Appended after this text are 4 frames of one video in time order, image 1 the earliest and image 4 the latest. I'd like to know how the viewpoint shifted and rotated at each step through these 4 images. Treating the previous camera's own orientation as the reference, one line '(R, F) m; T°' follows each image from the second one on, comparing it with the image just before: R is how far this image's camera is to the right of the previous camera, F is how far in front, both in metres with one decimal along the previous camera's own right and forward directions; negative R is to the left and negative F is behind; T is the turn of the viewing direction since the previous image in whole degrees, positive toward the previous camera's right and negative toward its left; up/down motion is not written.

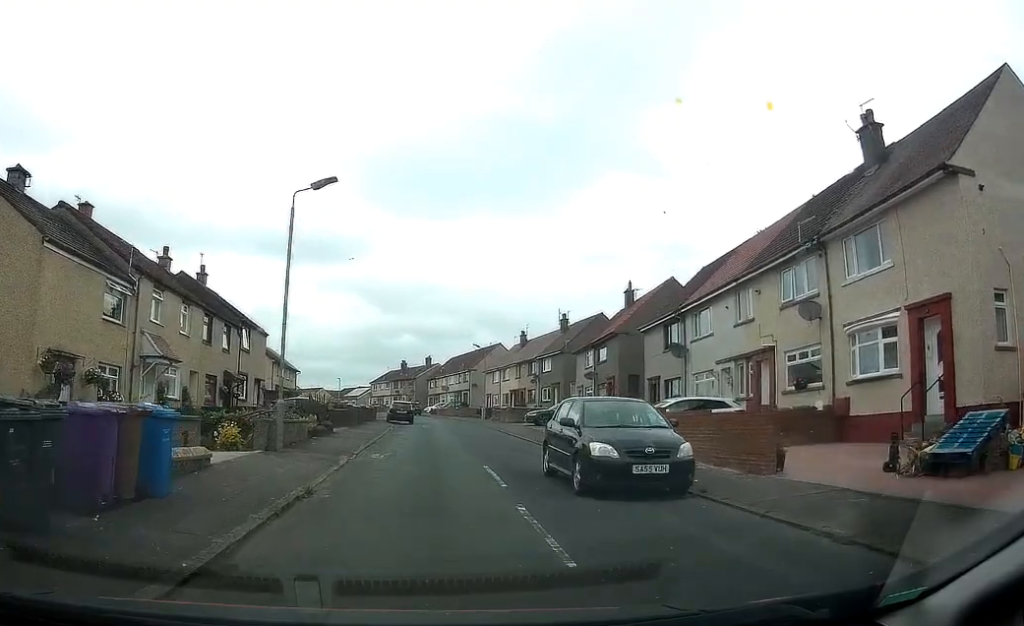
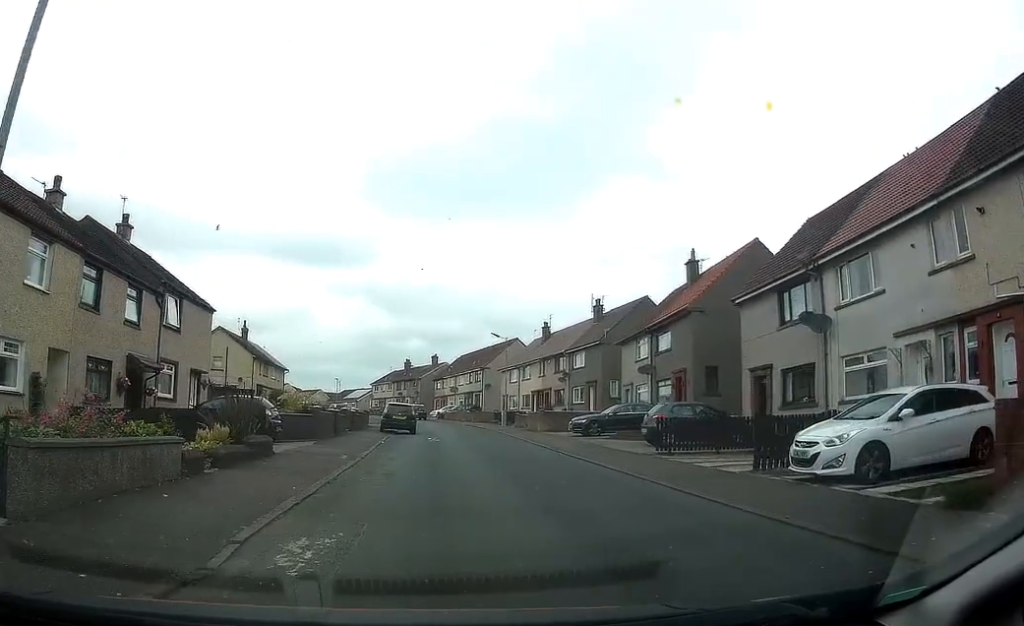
(+0.6, +12.7) m; +3°
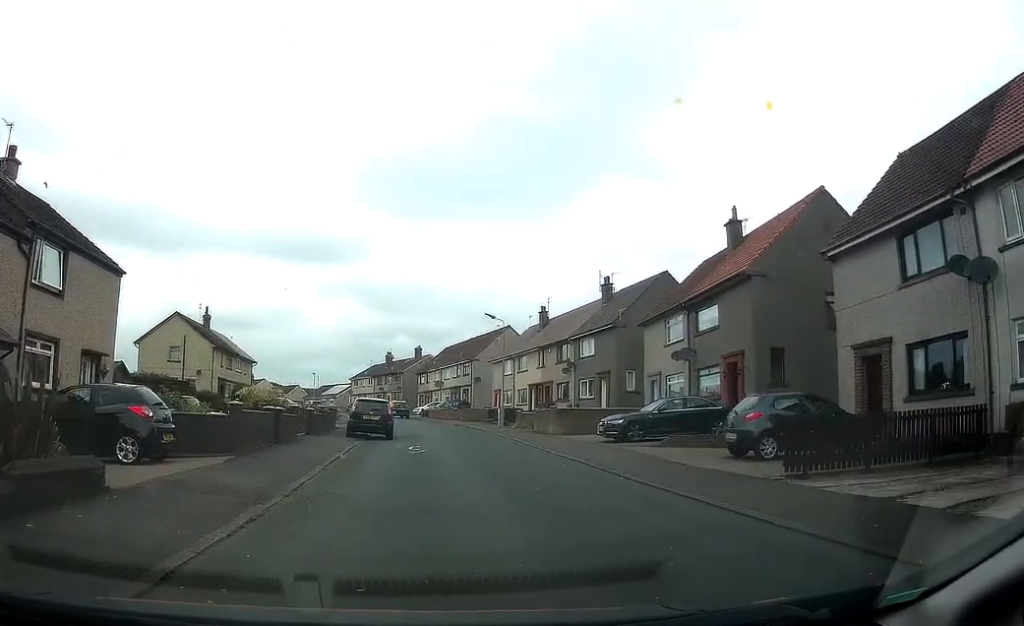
(0.0, +8.2) m; +1°
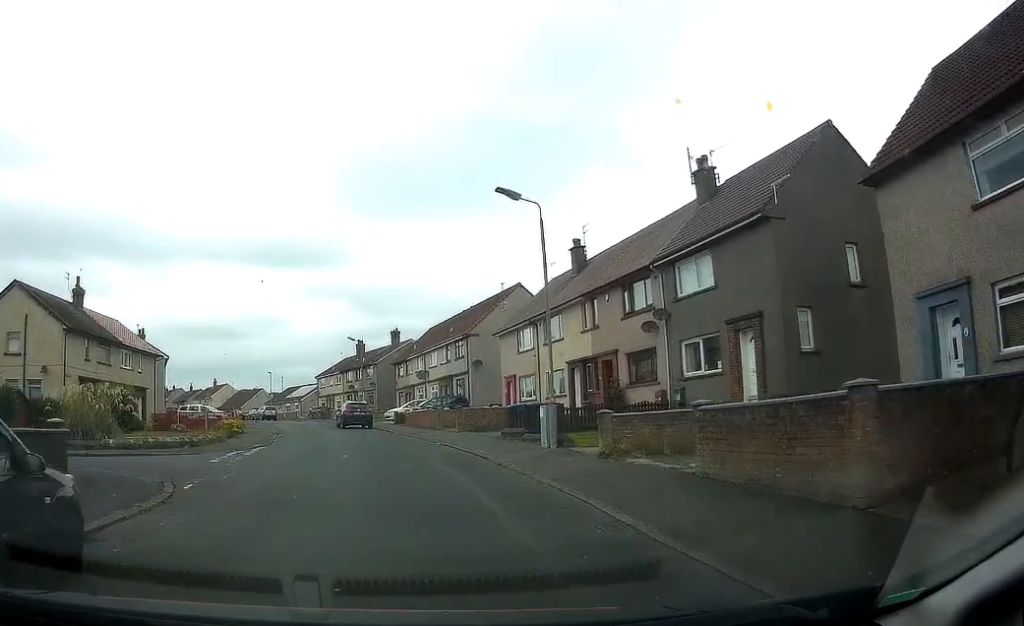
(+2.4, +23.3) m; +7°
